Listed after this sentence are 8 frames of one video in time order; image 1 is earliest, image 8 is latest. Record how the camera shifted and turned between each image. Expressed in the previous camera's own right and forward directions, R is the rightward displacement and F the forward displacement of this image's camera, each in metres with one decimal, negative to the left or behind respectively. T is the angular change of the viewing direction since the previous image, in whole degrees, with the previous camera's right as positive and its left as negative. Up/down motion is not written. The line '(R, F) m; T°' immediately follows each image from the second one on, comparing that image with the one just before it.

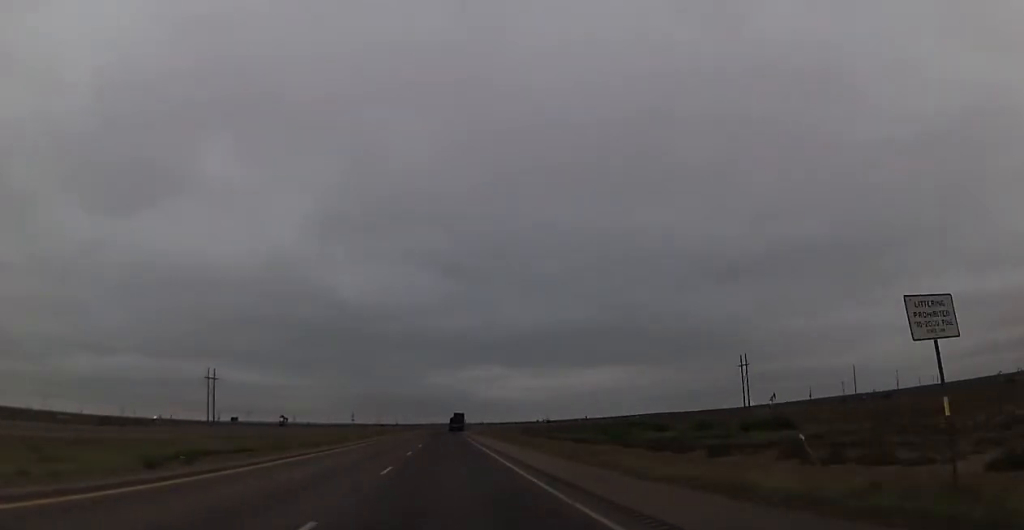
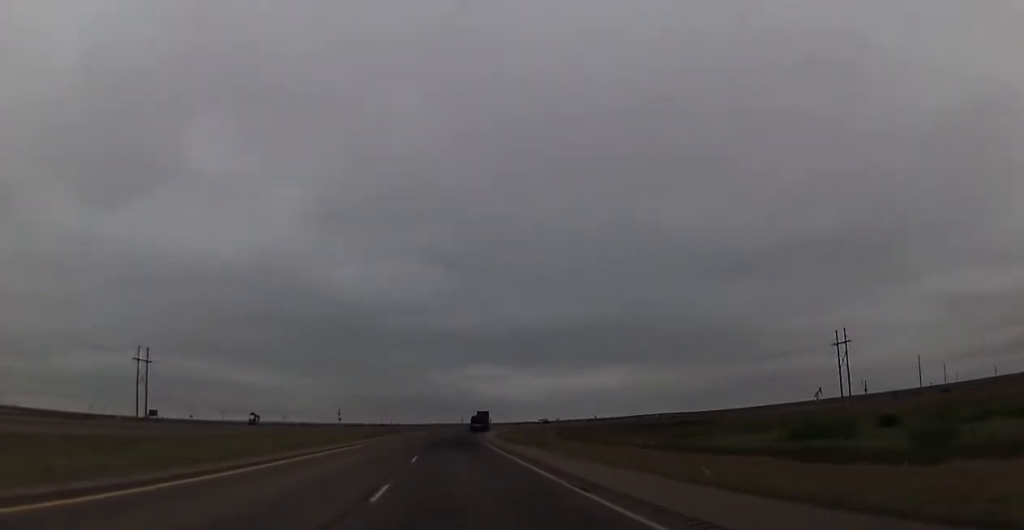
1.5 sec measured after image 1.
(0.0, +55.0) m; -1°
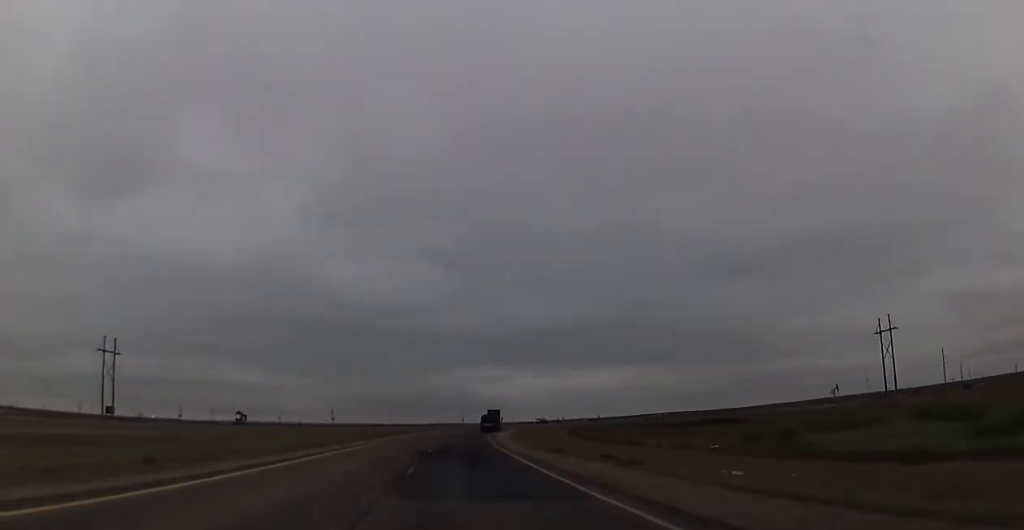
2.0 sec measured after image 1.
(-0.1, +18.3) m; 0°
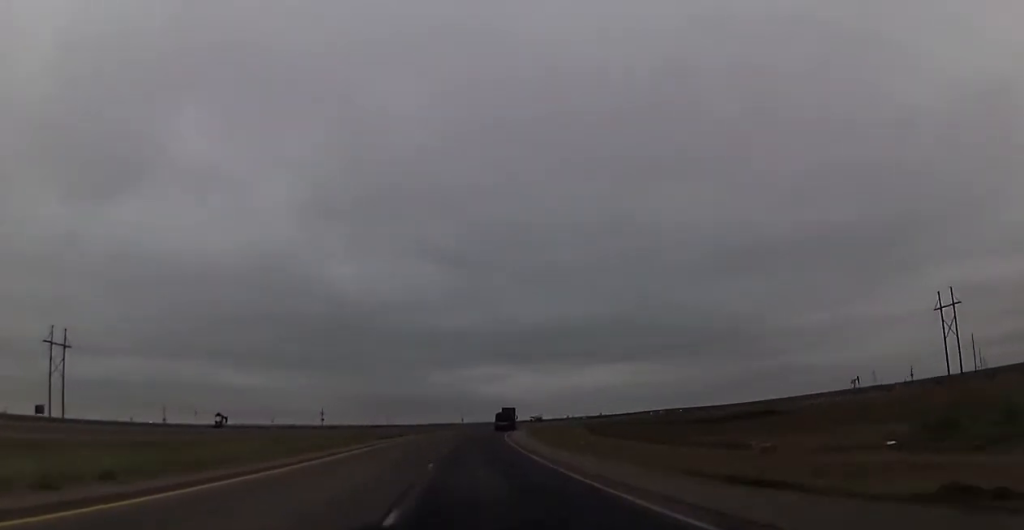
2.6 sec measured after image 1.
(0.0, +22.0) m; 0°
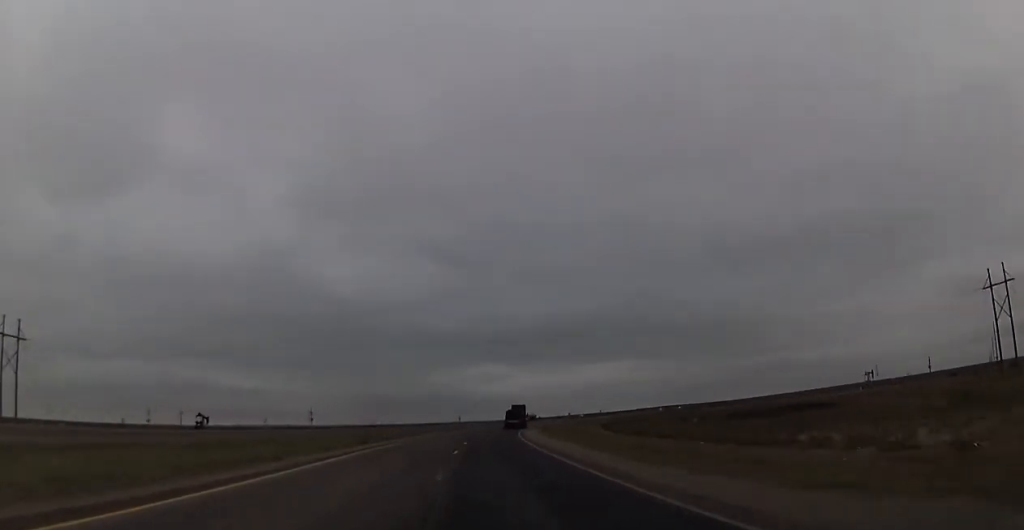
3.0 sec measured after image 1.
(0.0, +15.9) m; 0°
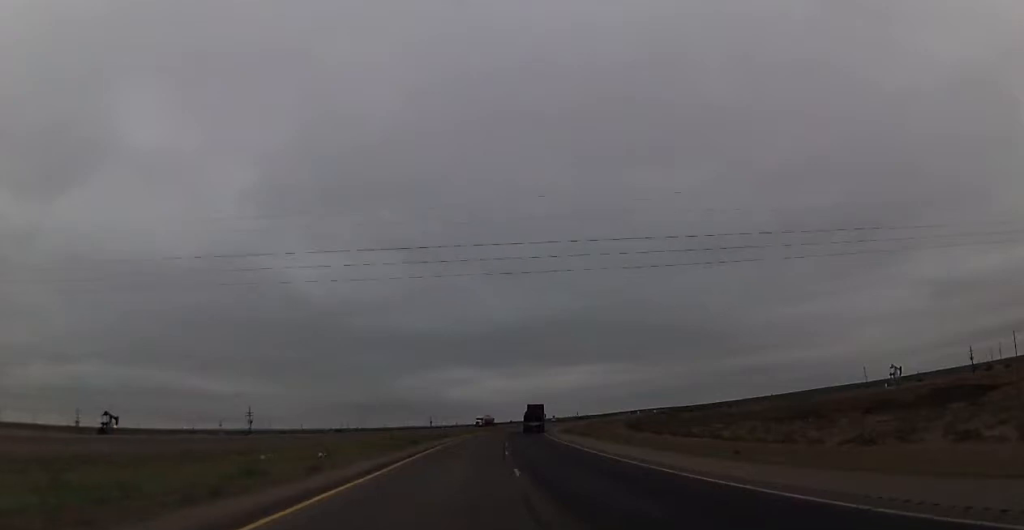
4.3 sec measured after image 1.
(+0.4, +46.5) m; +1°
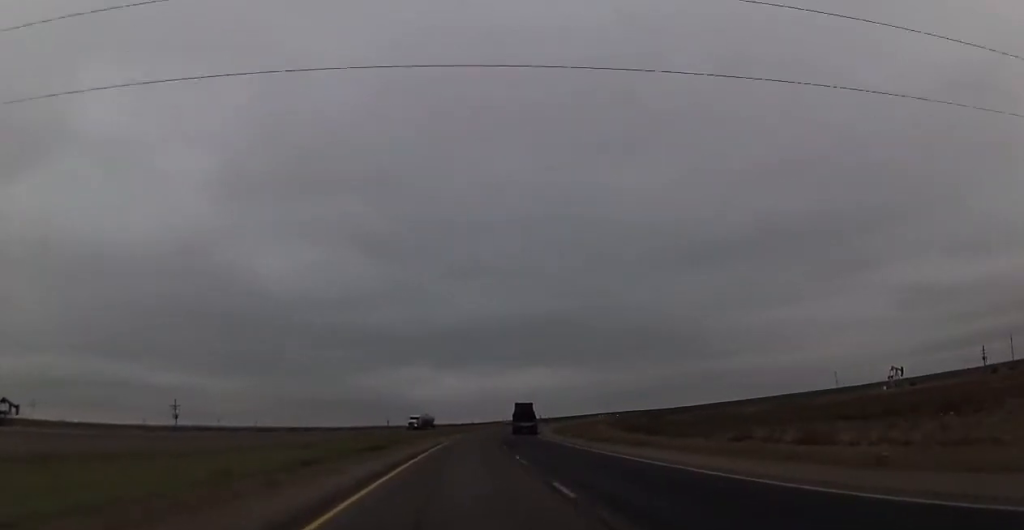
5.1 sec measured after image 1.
(+0.1, +29.3) m; +1°
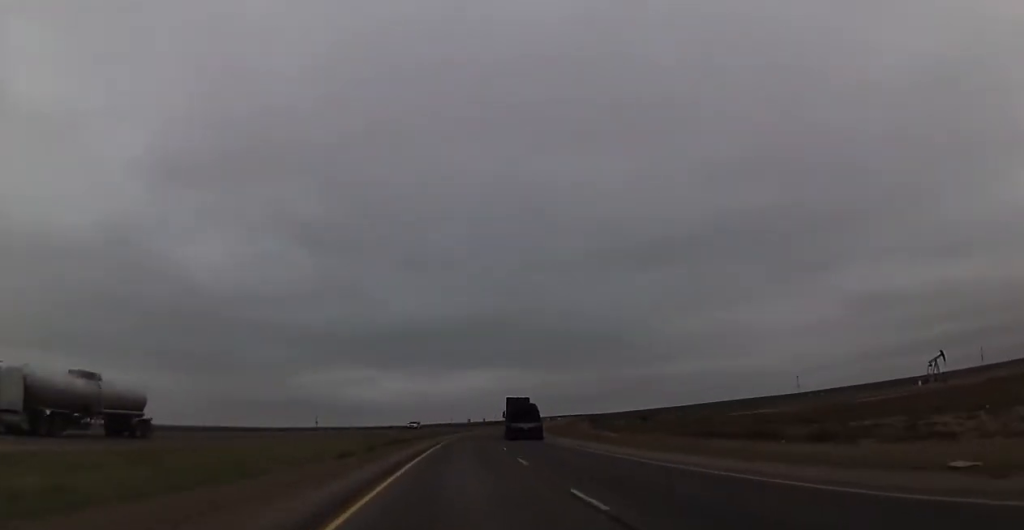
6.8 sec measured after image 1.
(+2.9, +62.2) m; +6°
